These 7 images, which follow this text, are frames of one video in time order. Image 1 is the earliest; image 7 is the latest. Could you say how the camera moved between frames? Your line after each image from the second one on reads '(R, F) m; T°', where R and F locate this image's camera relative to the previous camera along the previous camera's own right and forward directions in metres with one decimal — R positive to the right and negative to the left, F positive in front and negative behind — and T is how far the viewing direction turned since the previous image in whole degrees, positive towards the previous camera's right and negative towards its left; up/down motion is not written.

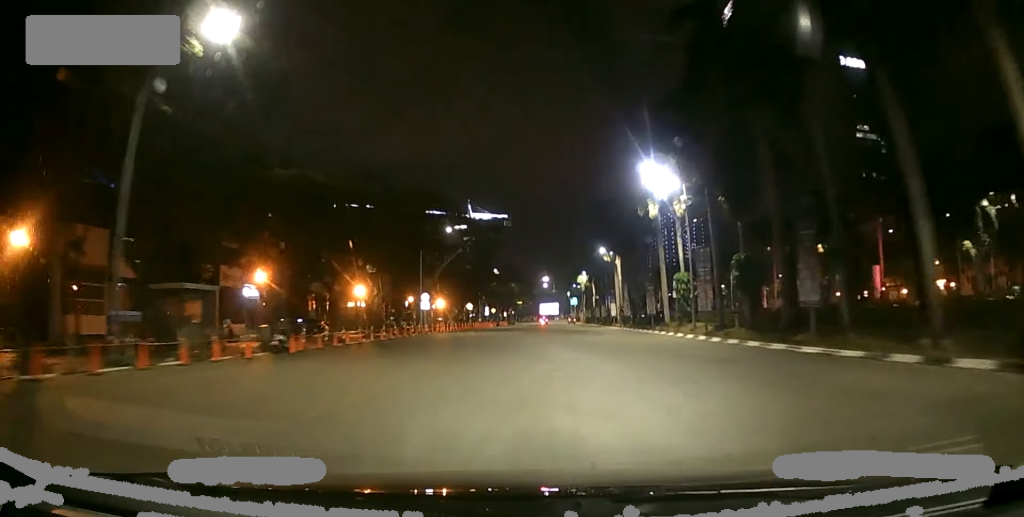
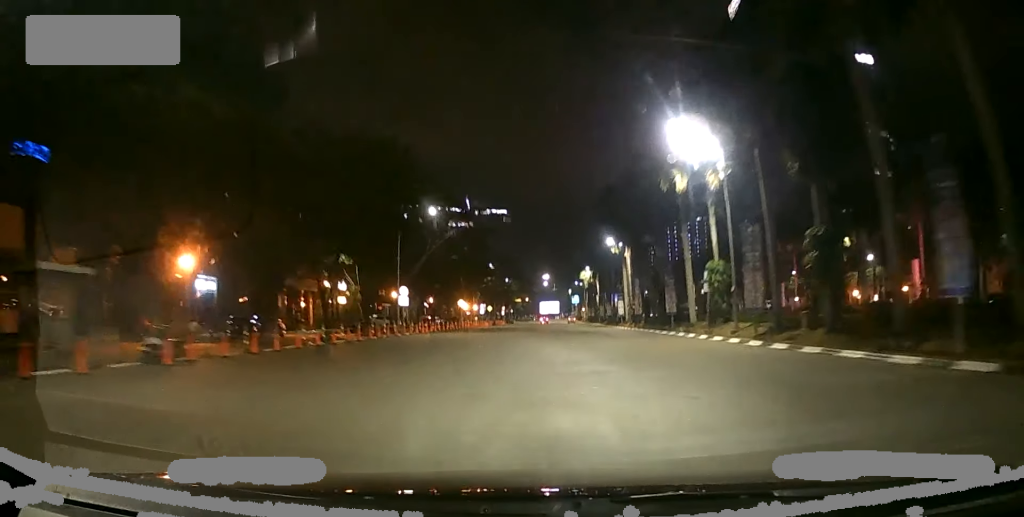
(0.0, +8.0) m; 0°
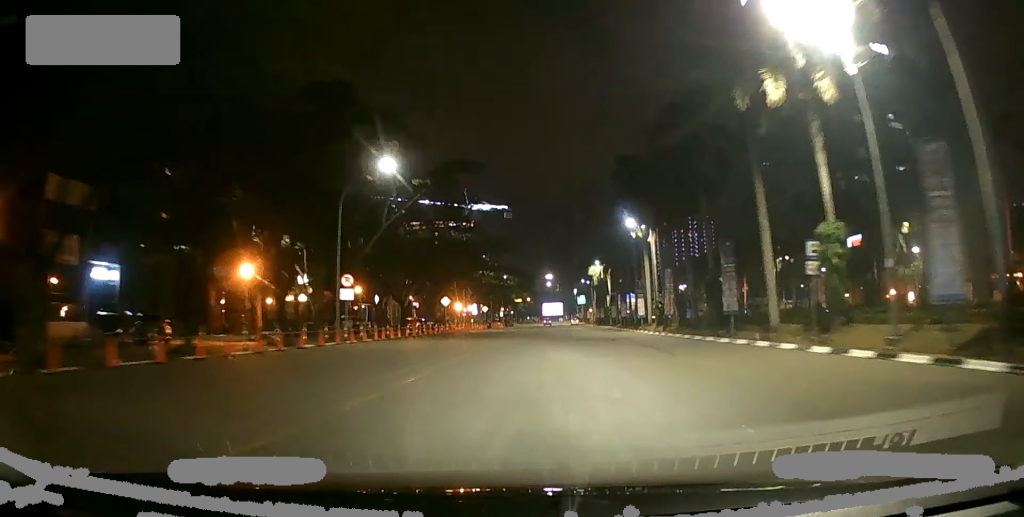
(-0.1, +13.9) m; 0°
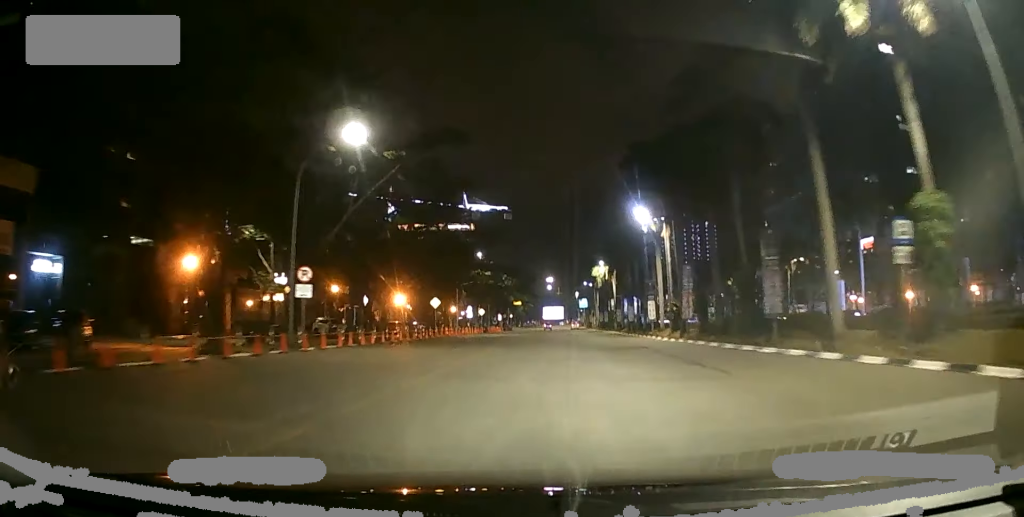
(0.0, +5.9) m; 0°
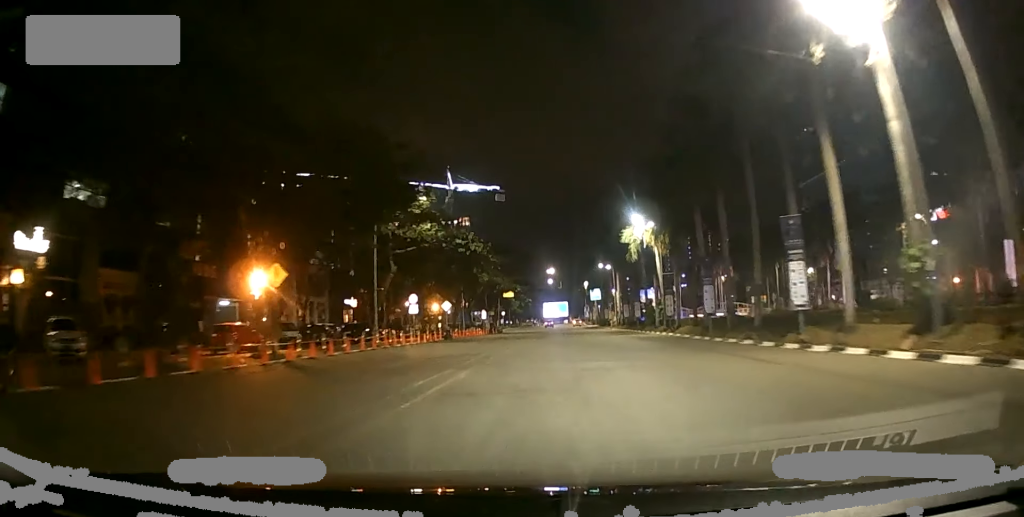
(+0.3, +33.3) m; 0°
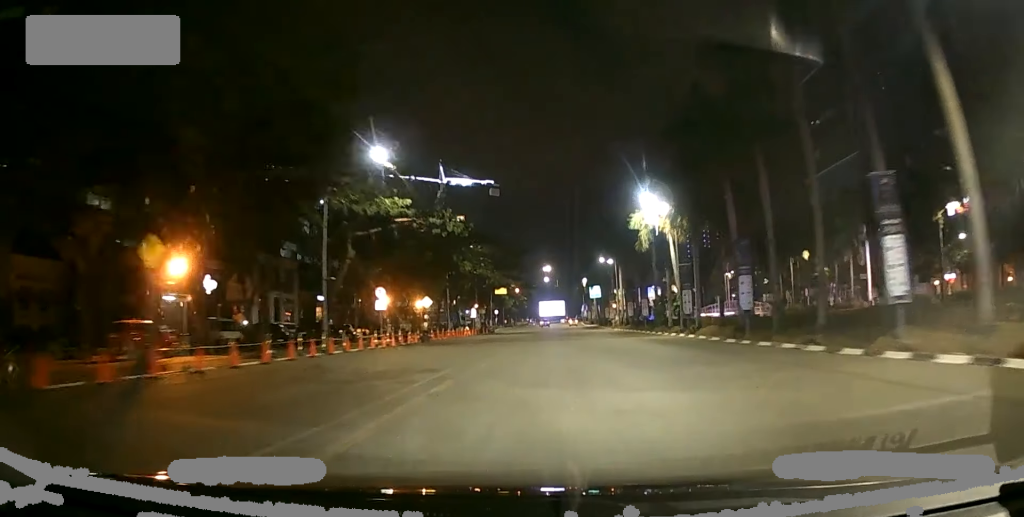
(0.0, +7.6) m; 0°
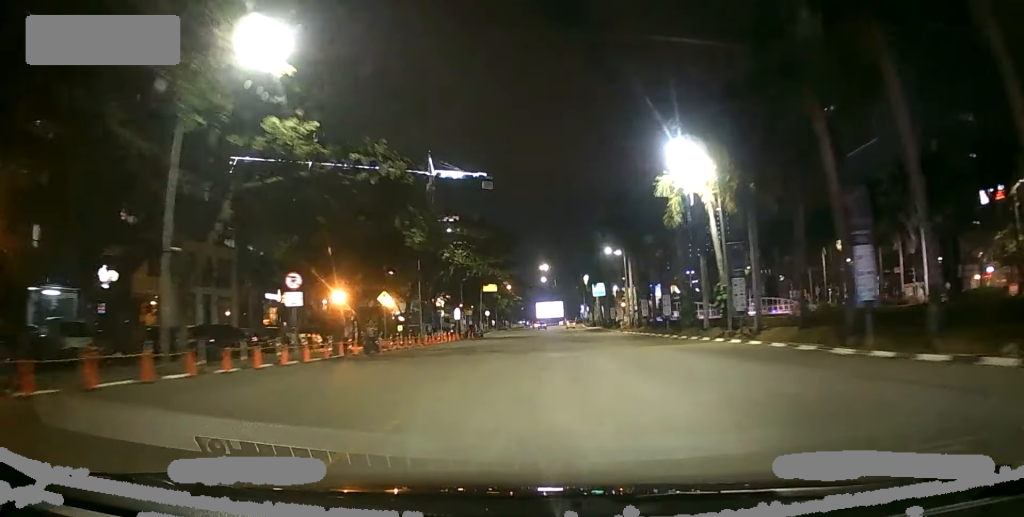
(-0.1, +12.4) m; 0°
